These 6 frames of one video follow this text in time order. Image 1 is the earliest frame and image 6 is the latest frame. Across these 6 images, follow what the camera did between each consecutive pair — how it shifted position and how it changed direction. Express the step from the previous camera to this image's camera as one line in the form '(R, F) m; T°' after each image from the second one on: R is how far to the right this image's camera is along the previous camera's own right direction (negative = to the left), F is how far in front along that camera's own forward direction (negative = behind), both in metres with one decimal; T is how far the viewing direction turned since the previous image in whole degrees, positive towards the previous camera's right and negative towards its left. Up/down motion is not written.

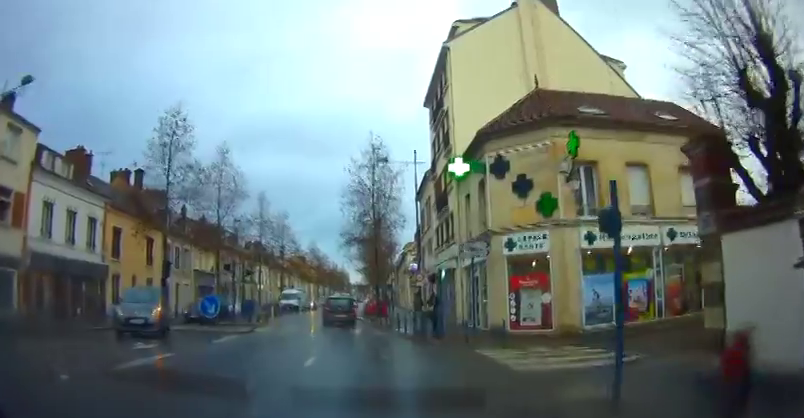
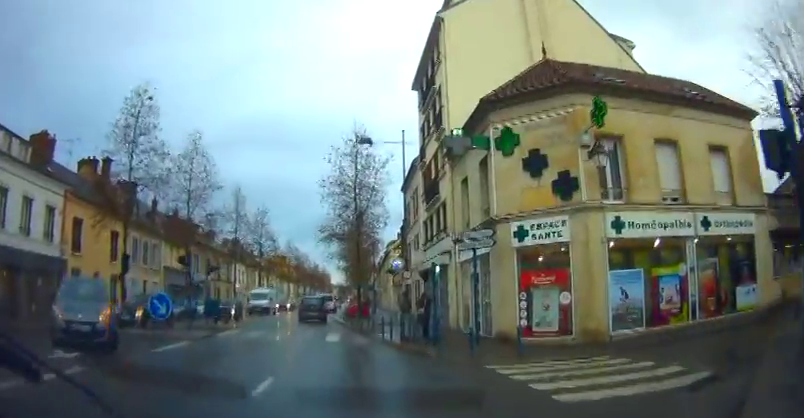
(+0.1, +3.3) m; +6°
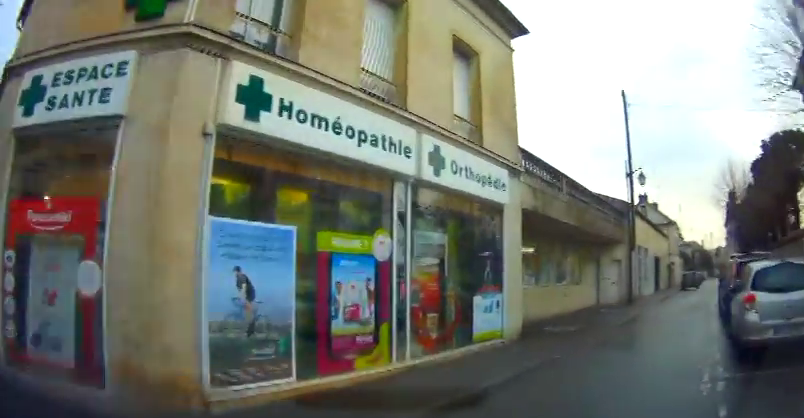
(+3.1, +7.9) m; +53°
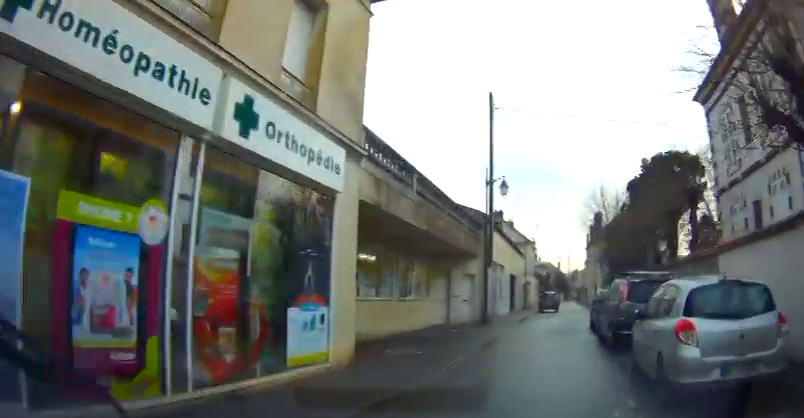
(+0.3, +2.2) m; +14°
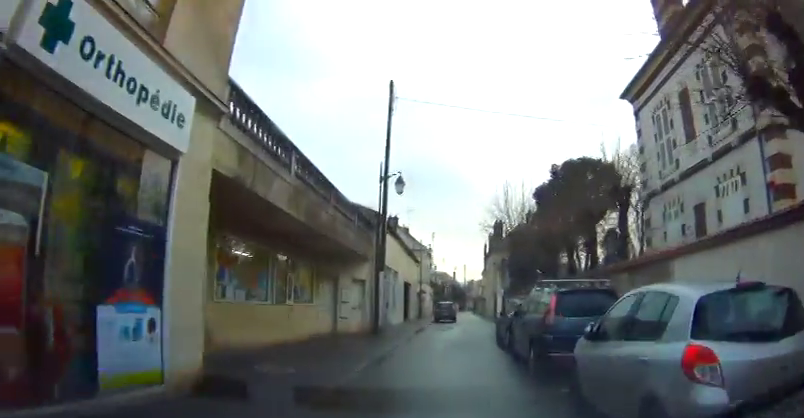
(+0.3, +2.2) m; +6°
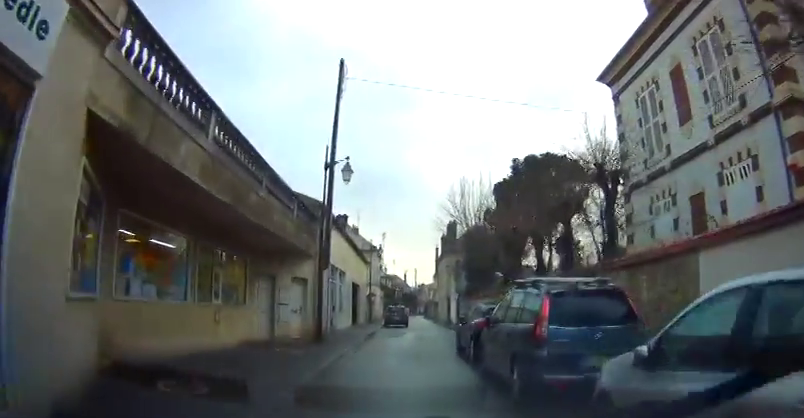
(+0.1, +2.3) m; +5°
